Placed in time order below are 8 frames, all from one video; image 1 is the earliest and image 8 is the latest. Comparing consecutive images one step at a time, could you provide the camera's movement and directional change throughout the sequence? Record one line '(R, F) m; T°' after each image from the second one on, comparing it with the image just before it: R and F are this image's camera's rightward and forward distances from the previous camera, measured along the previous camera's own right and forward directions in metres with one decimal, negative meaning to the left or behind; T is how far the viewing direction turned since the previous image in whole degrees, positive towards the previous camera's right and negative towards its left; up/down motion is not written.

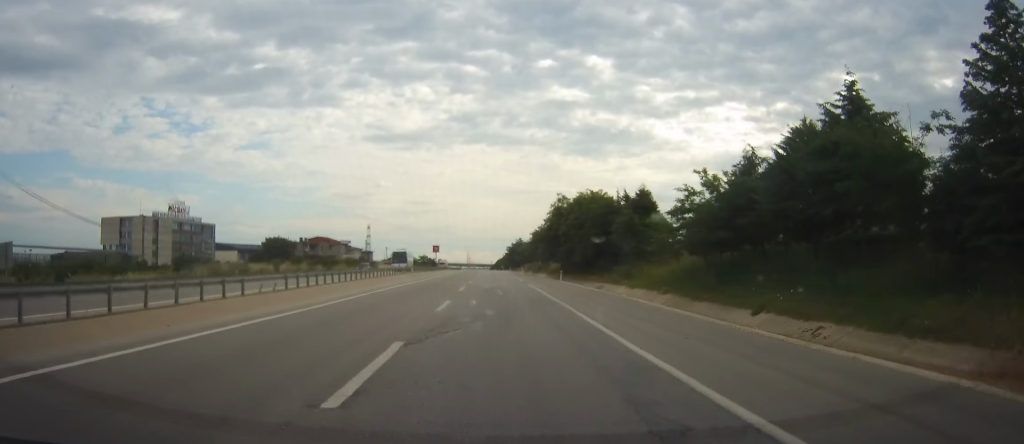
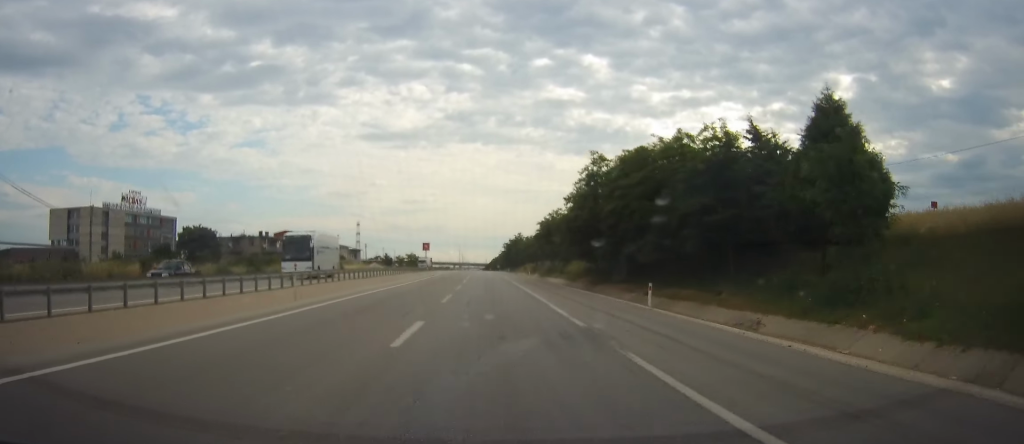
(0.0, +33.5) m; 0°
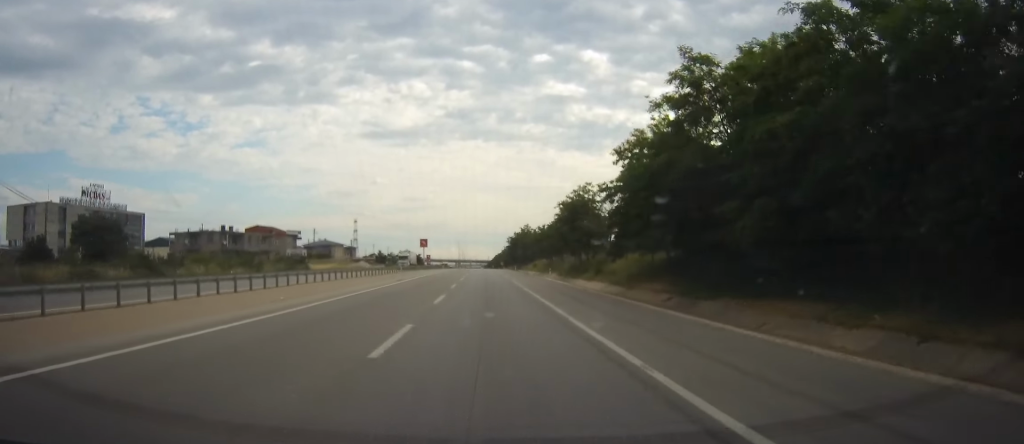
(+0.1, +27.6) m; +1°
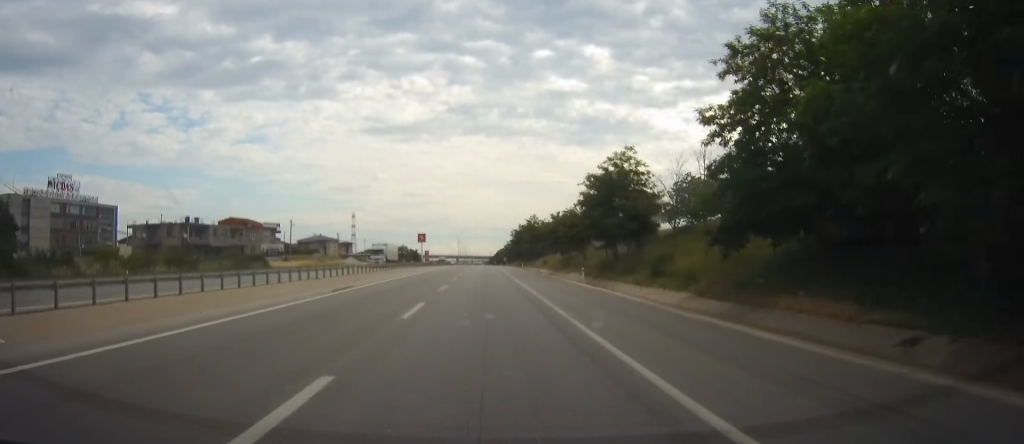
(+0.2, +20.0) m; +1°
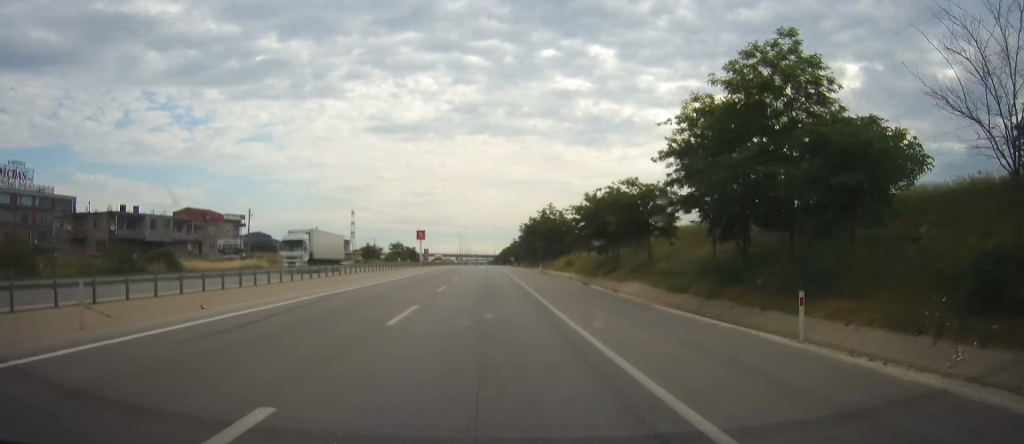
(0.0, +25.8) m; 0°
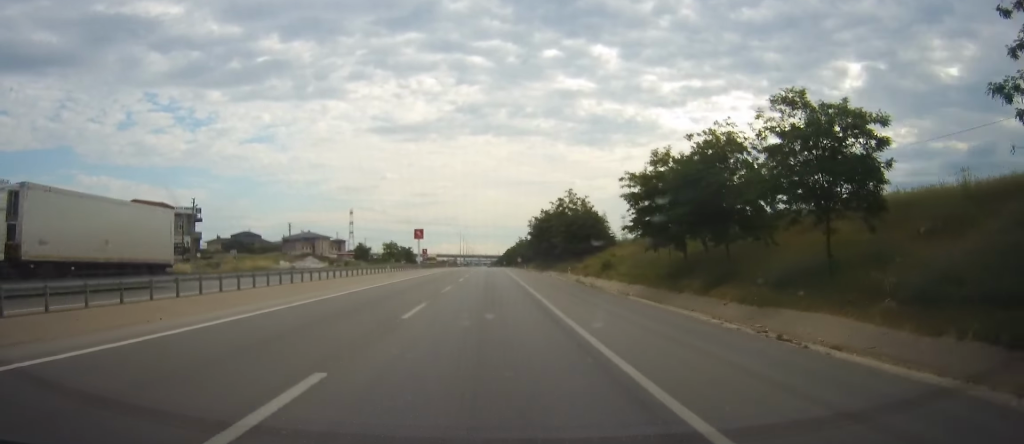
(0.0, +23.0) m; 0°
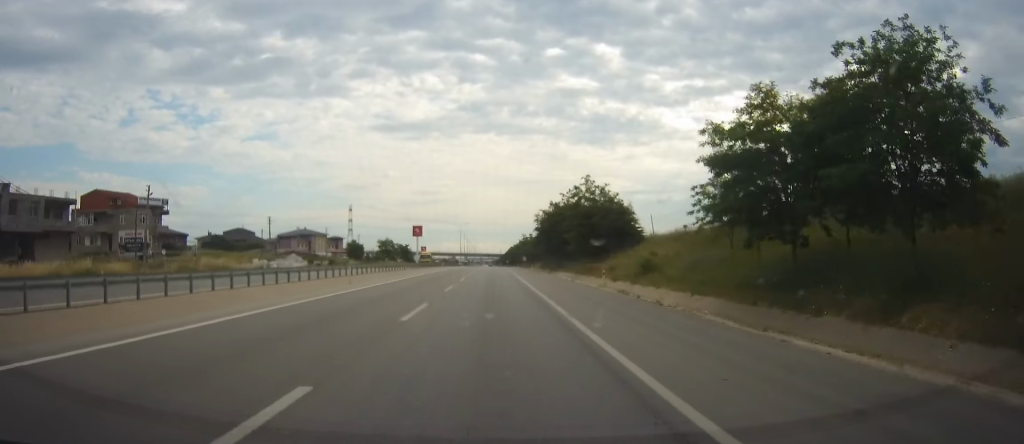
(0.0, +13.3) m; 0°
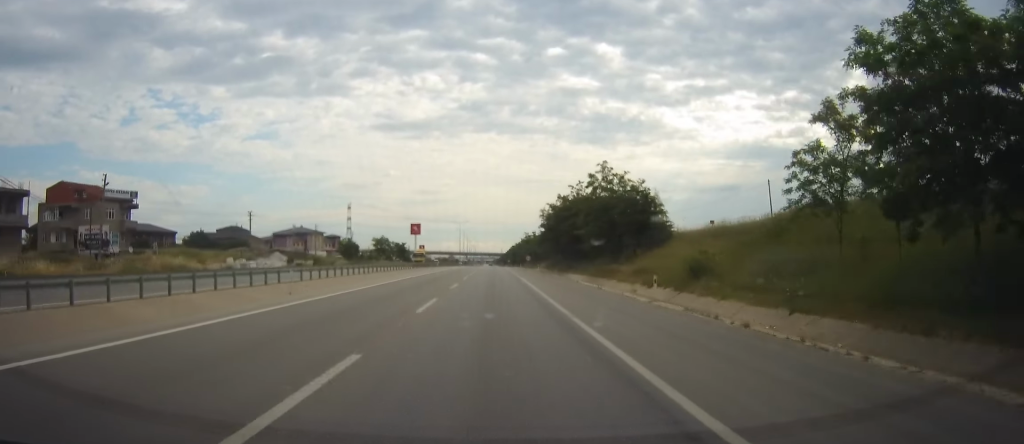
(0.0, +10.1) m; 0°
